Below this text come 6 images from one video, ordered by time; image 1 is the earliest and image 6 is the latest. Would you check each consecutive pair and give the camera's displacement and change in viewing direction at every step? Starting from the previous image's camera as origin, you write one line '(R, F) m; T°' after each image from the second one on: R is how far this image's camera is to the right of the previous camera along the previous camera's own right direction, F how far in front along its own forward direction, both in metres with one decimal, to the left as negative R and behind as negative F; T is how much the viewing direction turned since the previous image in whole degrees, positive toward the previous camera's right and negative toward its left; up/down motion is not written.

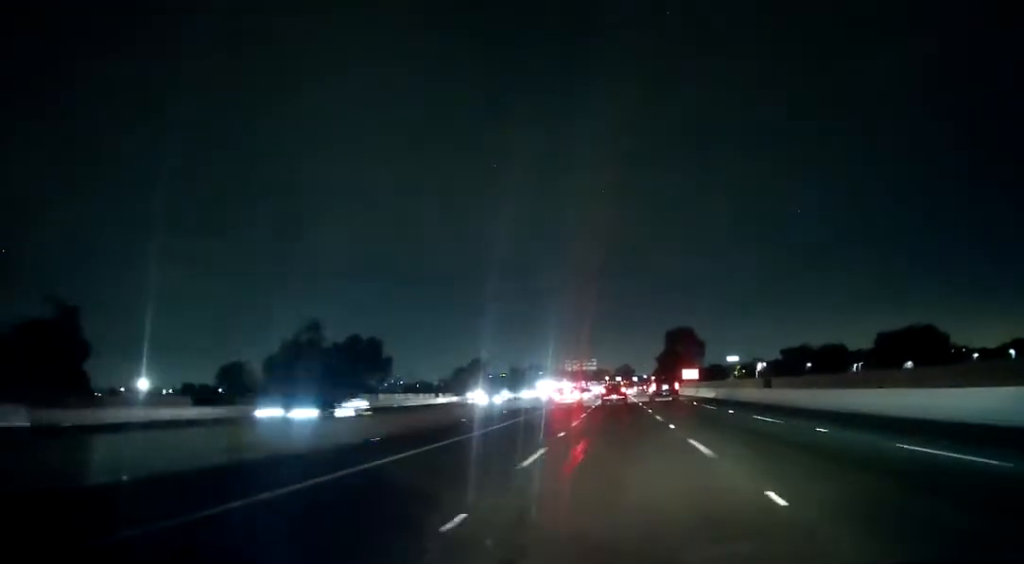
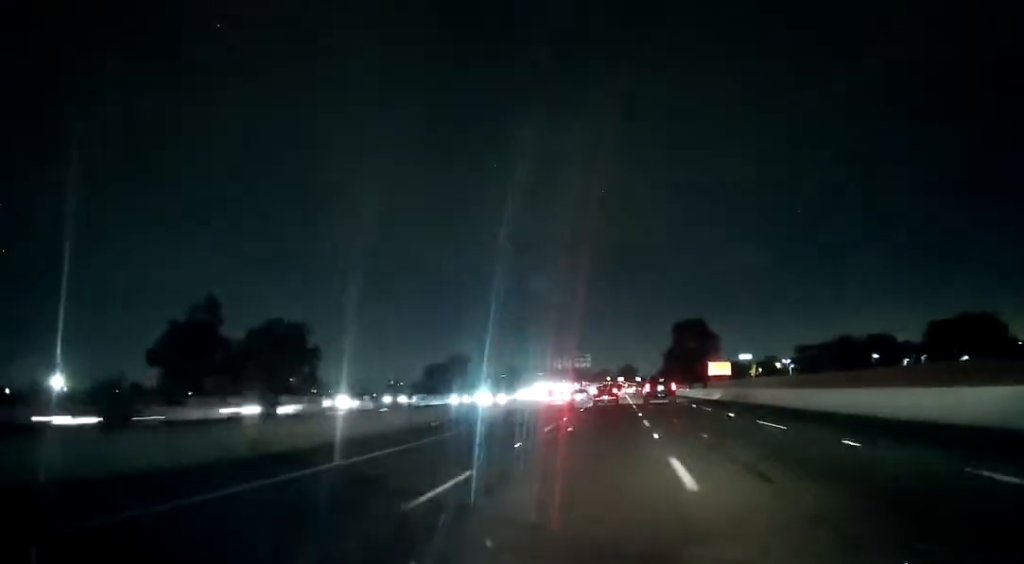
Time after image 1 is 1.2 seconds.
(-0.4, +33.0) m; -1°
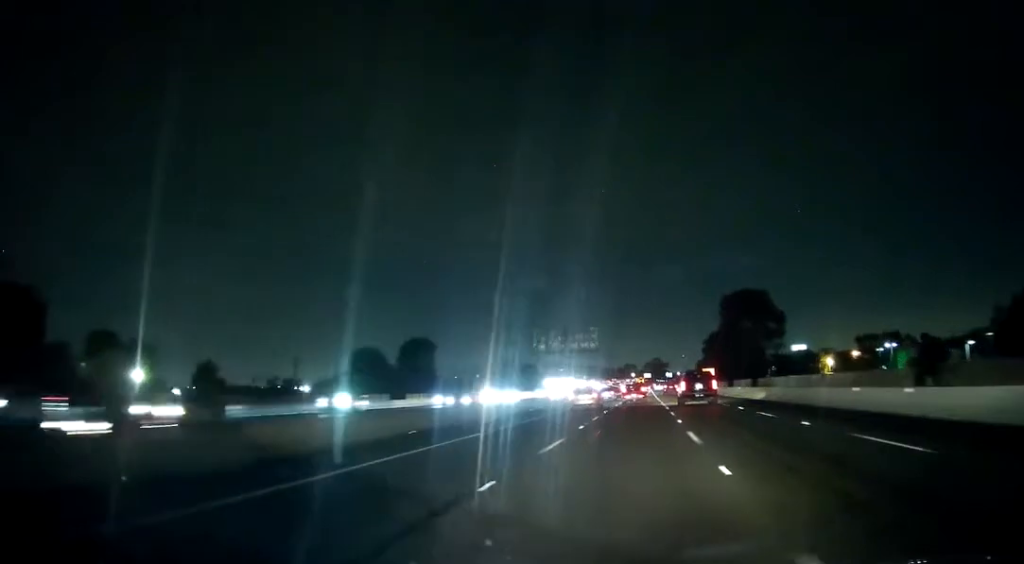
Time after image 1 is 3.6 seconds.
(-0.8, +65.6) m; -2°
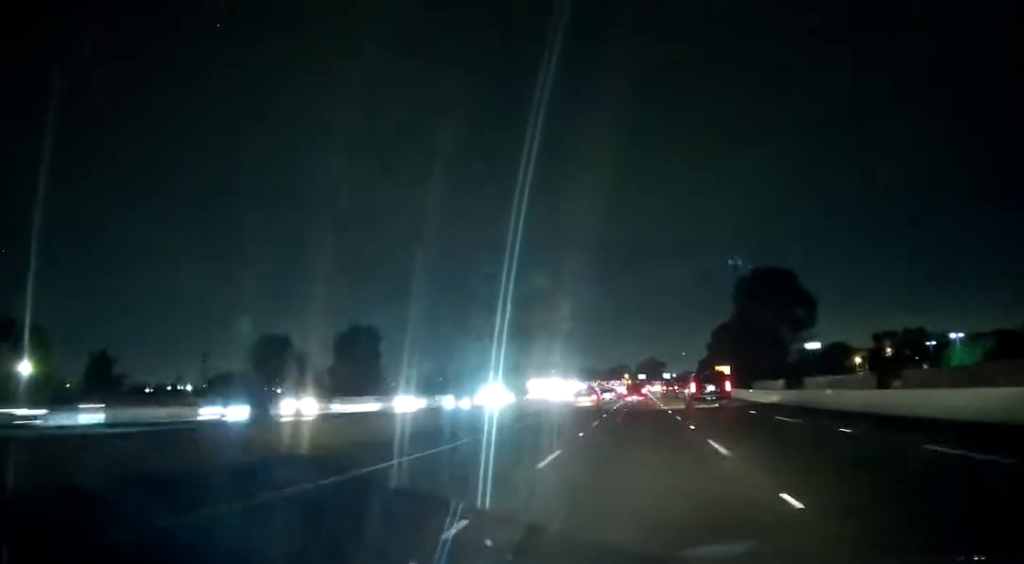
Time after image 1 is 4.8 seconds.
(0.0, +31.8) m; +1°
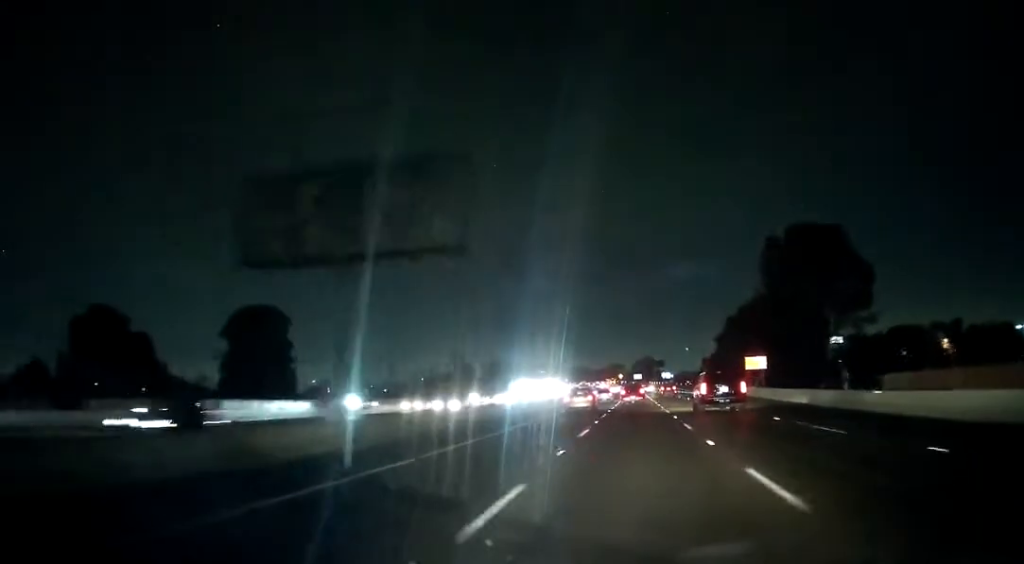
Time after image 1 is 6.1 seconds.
(+0.2, +34.6) m; 0°
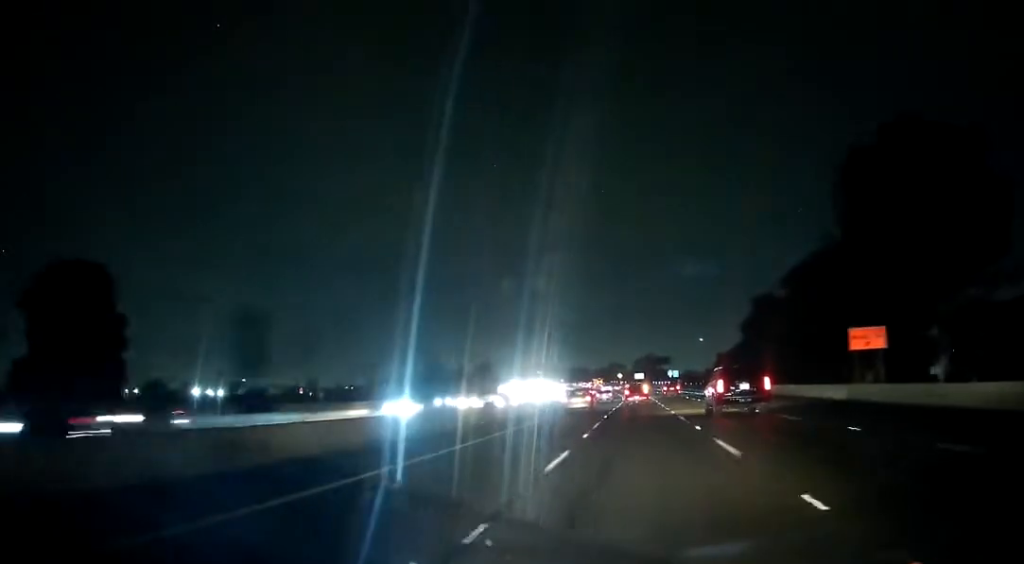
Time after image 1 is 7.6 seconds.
(0.0, +38.7) m; 0°
